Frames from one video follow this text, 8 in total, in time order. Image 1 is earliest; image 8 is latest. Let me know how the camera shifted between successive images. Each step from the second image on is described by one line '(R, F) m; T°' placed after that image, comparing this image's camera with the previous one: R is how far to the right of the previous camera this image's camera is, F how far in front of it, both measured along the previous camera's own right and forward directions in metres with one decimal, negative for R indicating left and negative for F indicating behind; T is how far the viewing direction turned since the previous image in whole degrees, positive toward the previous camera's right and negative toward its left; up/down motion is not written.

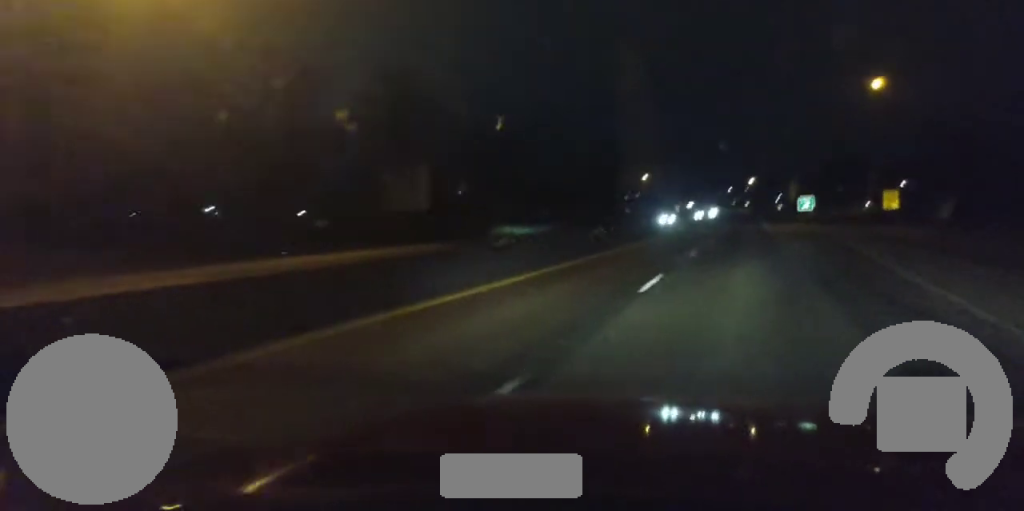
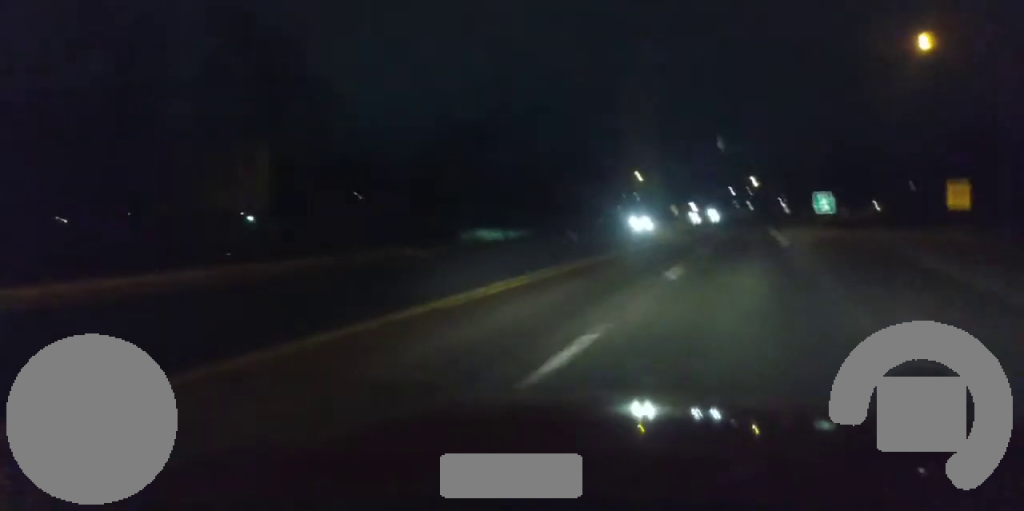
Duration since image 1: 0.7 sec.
(+0.1, +22.0) m; 0°
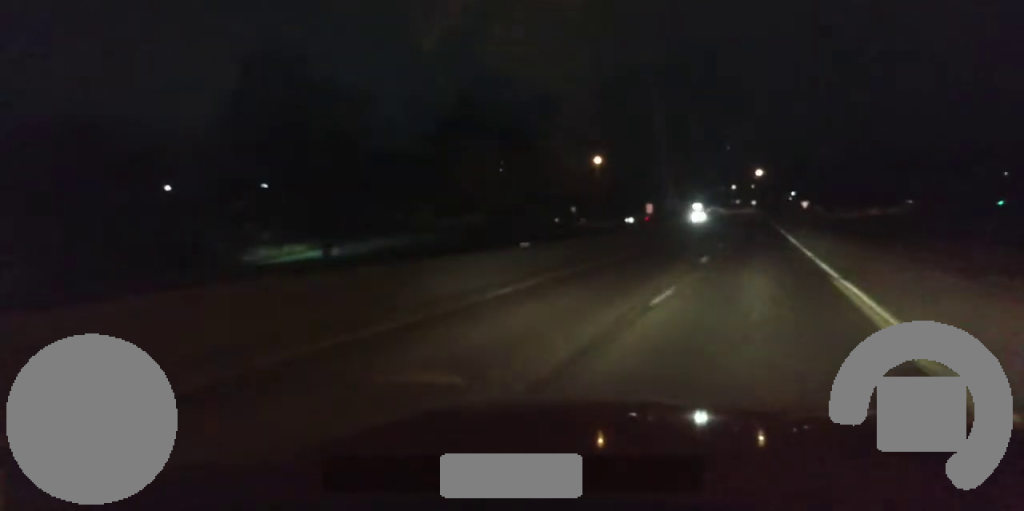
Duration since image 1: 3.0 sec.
(-0.4, +67.8) m; -1°
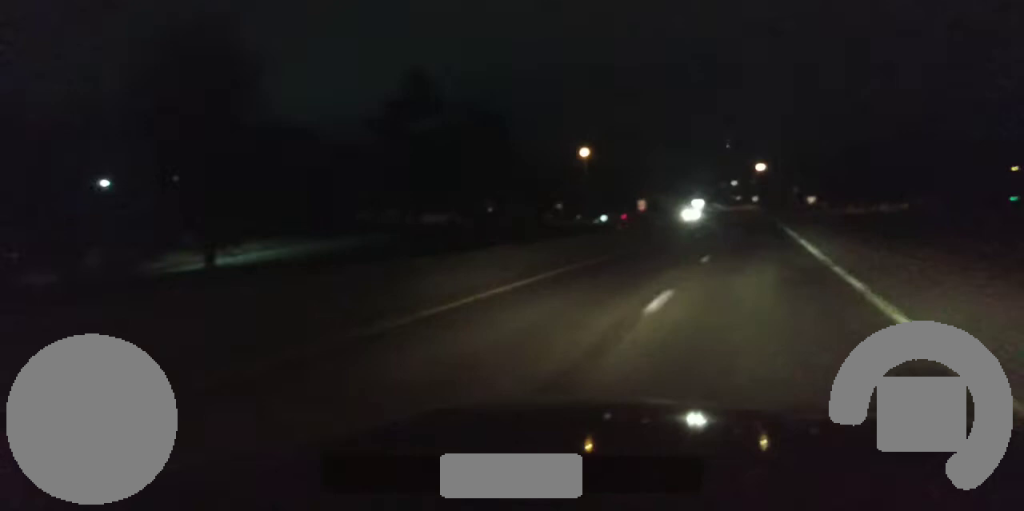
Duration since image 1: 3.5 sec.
(-0.1, +13.5) m; 0°
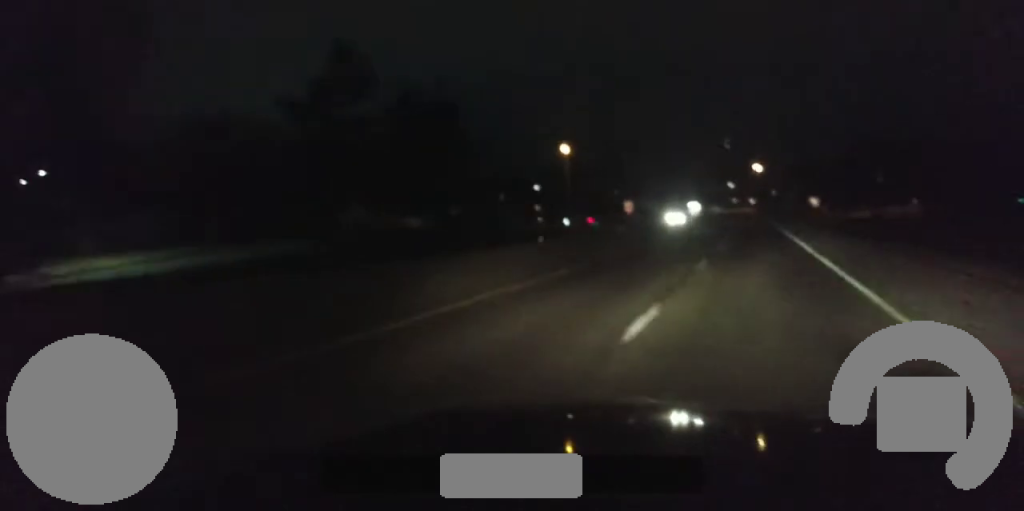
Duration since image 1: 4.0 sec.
(0.0, +14.4) m; 0°
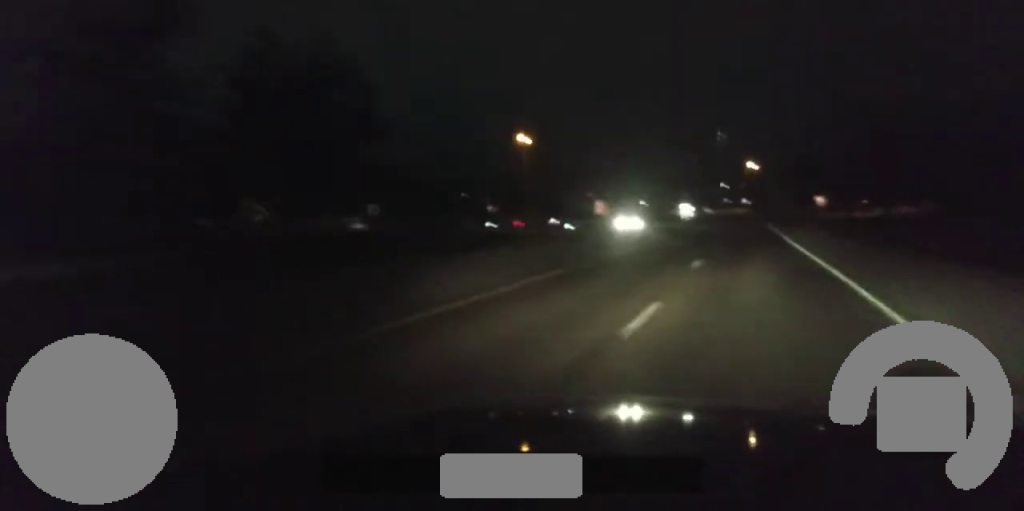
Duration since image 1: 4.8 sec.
(+0.1, +23.9) m; +1°
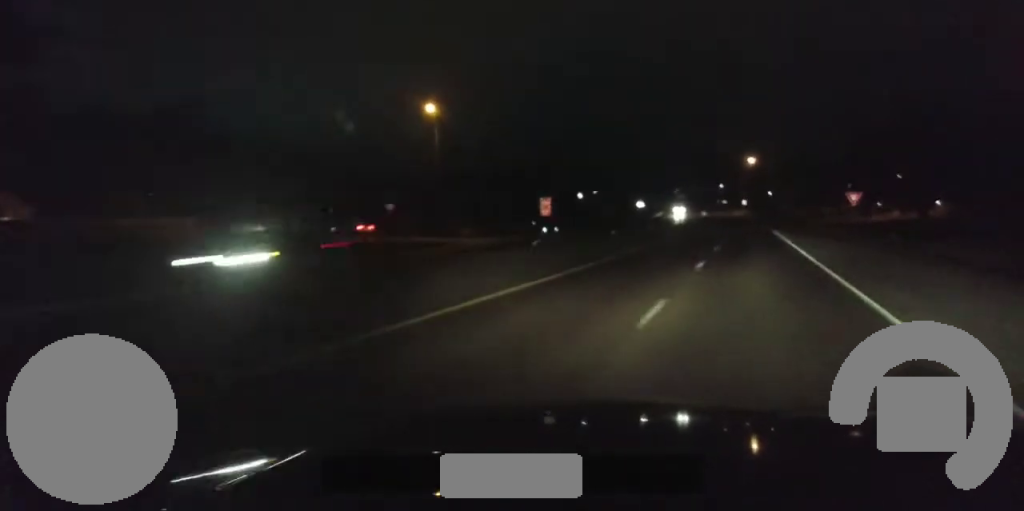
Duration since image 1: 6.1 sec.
(+0.3, +35.6) m; 0°
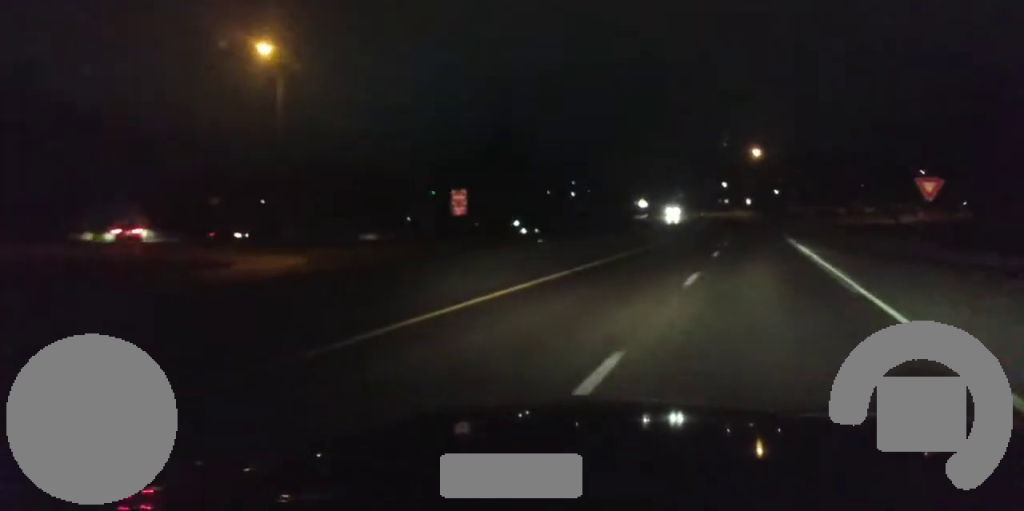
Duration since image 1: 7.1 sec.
(-0.1, +30.1) m; -1°
